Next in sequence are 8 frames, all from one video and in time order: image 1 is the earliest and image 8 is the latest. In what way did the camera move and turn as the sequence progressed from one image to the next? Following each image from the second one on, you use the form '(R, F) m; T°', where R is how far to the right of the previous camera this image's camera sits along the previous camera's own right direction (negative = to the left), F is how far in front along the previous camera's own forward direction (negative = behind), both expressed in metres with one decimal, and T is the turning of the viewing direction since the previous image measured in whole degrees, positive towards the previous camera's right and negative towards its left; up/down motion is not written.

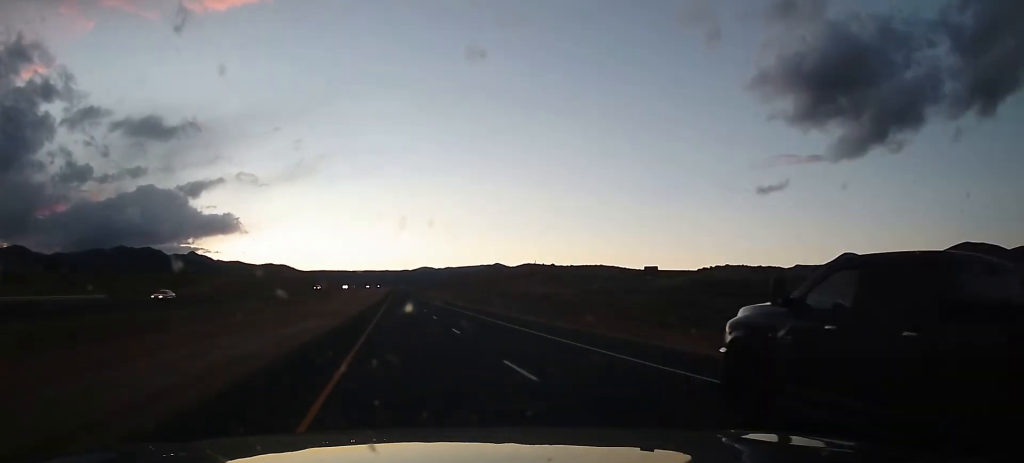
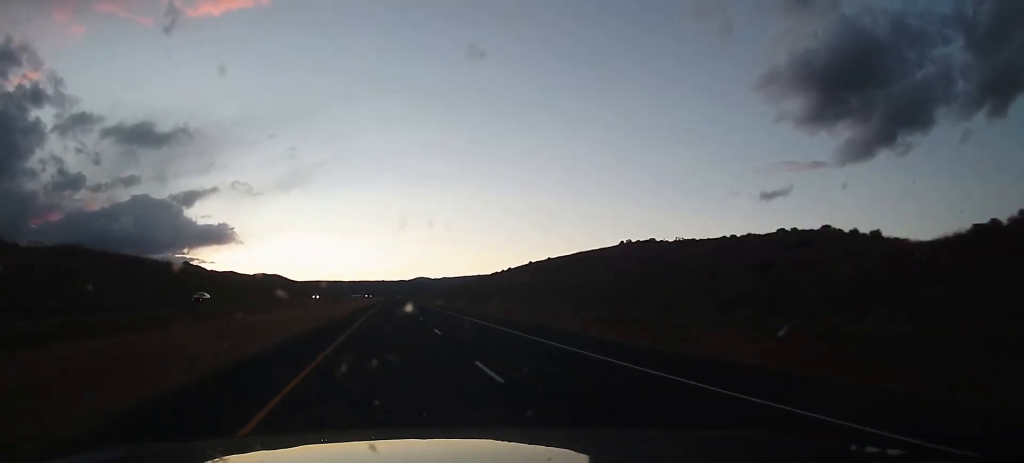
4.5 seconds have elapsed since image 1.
(+0.6, +136.1) m; 0°
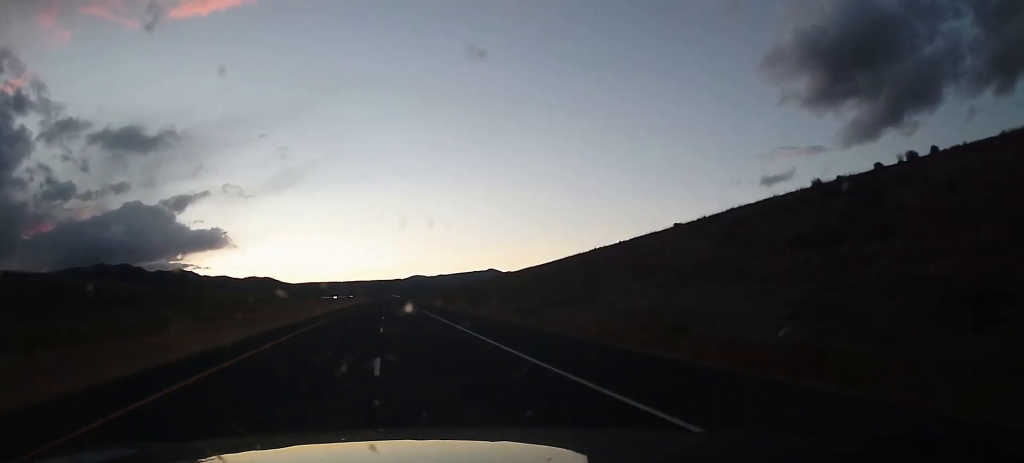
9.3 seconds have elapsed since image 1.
(+0.3, +129.1) m; 0°
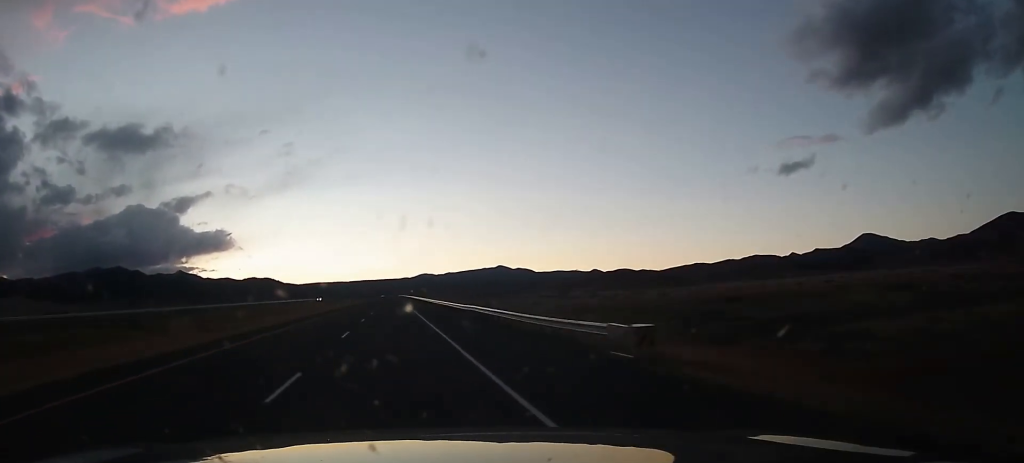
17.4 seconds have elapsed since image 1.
(-0.1, +249.7) m; 0°
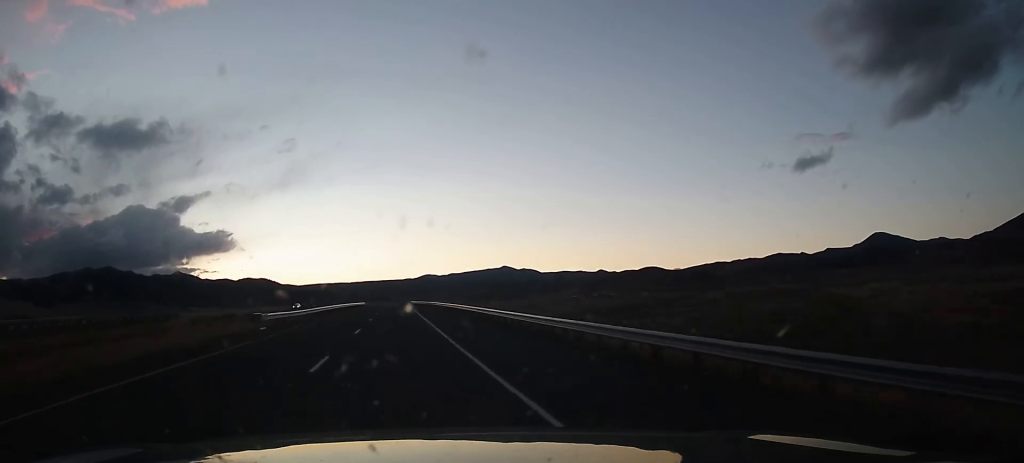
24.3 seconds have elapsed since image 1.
(-0.7, +333.4) m; 0°
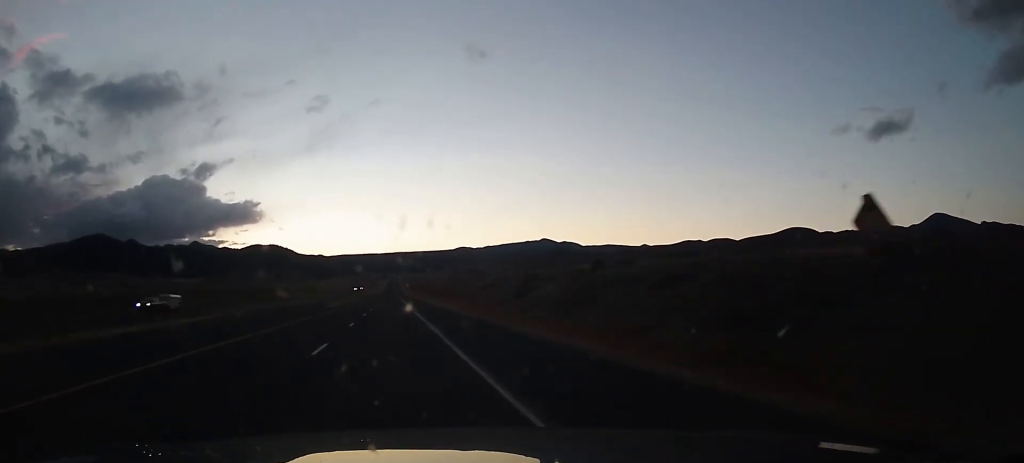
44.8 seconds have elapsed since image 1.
(-27.7, +970.8) m; -3°
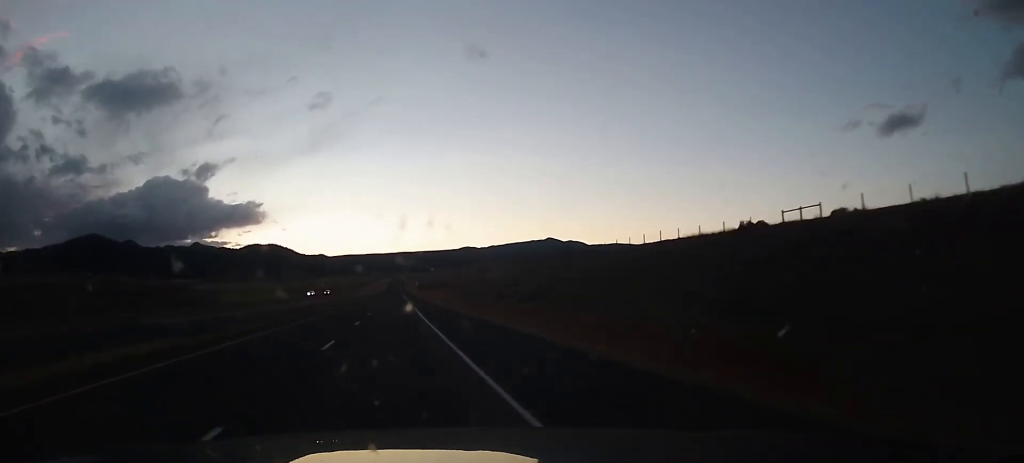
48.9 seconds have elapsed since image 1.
(-0.2, +153.9) m; 0°
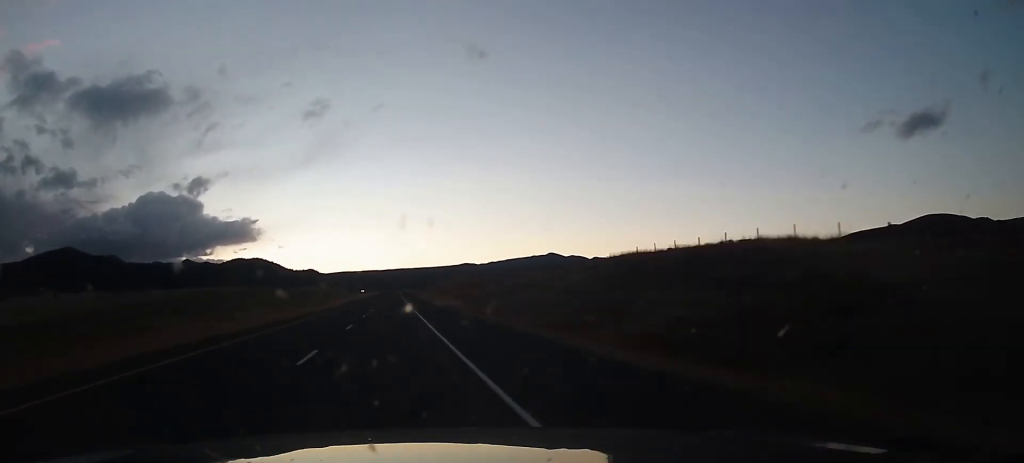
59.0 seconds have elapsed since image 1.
(-1.0, +371.7) m; 0°
